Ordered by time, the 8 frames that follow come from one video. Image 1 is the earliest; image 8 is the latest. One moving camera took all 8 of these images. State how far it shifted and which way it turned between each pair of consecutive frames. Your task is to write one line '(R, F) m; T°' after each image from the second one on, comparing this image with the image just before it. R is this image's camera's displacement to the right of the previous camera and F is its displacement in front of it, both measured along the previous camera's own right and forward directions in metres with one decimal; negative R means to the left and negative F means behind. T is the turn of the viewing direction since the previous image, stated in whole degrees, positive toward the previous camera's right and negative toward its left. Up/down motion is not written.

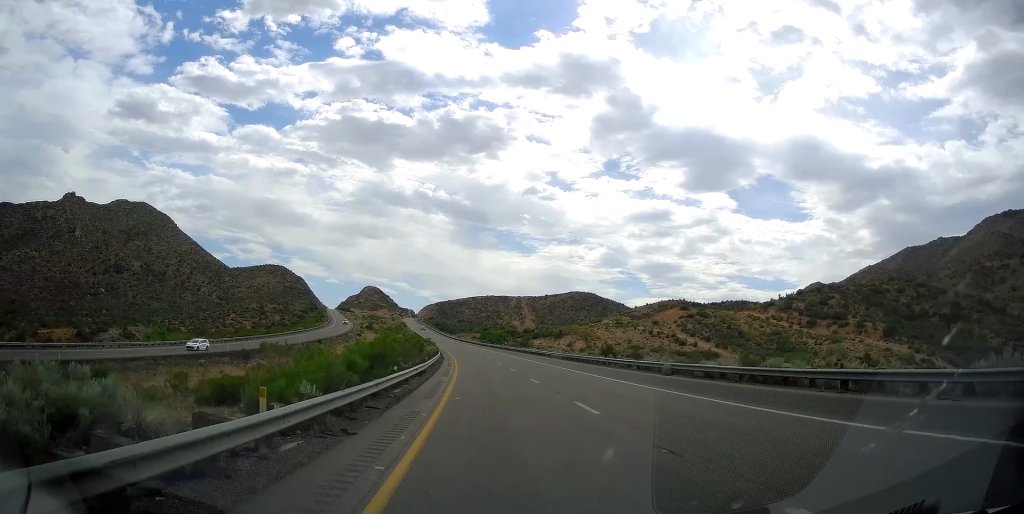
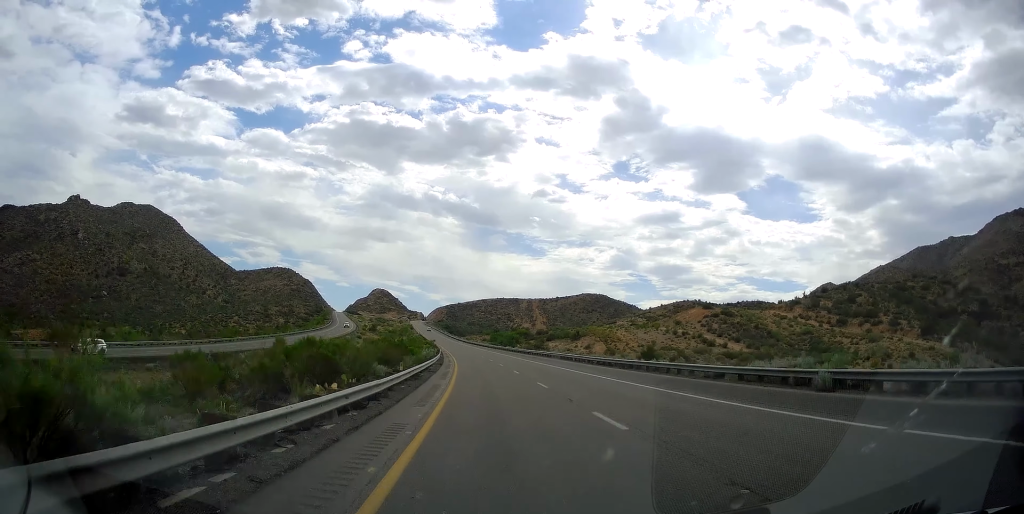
(-0.1, +15.0) m; -1°
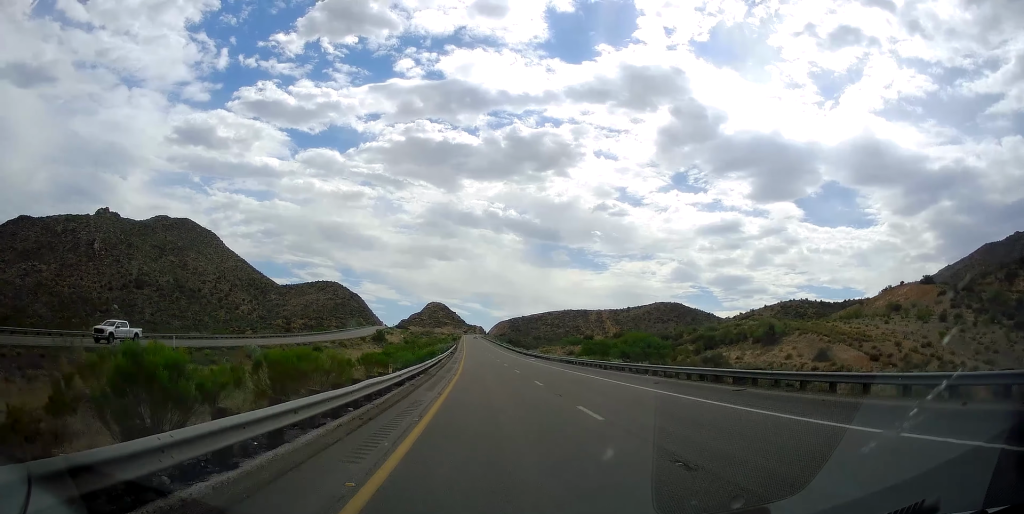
(-5.7, +95.5) m; -7°
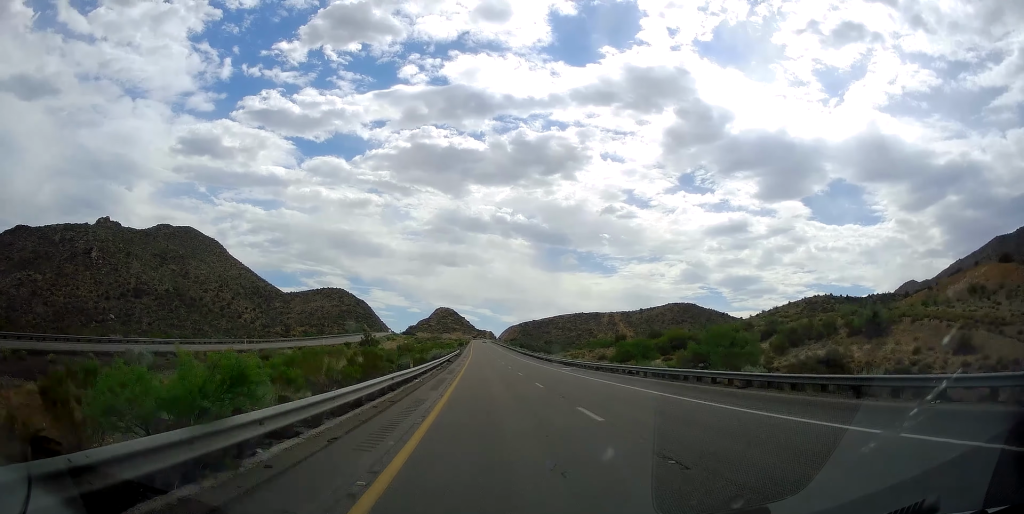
(-0.6, +24.2) m; -2°
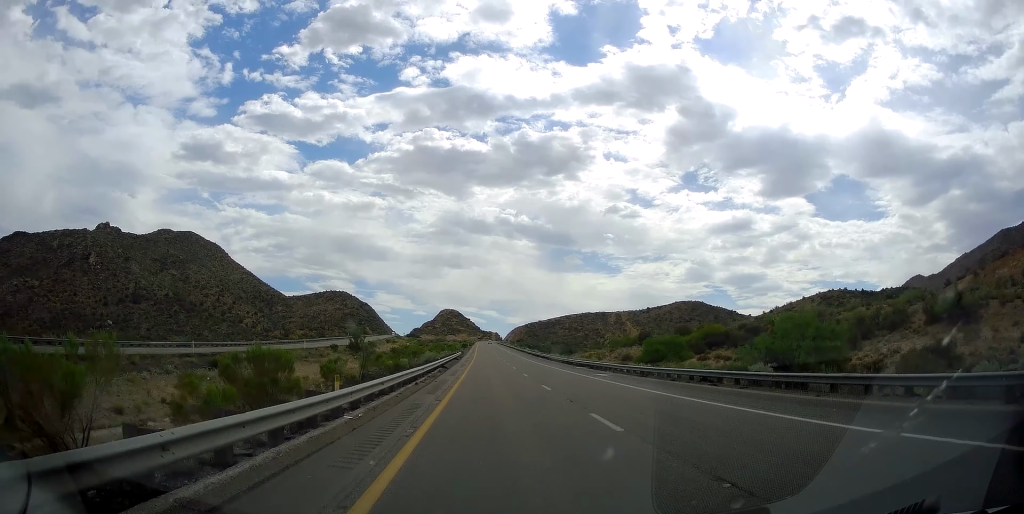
(-0.1, +13.8) m; -1°
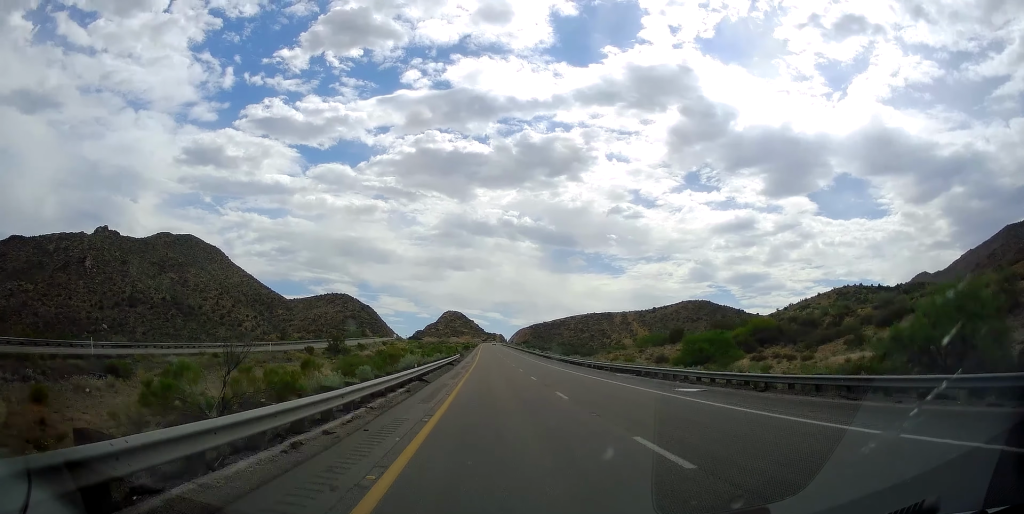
(-0.3, +16.1) m; 0°
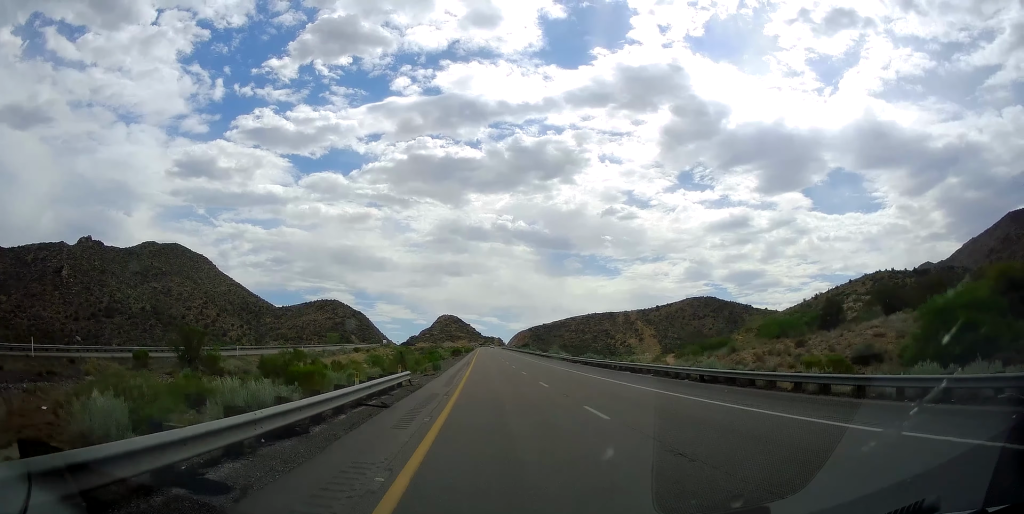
(-0.1, +42.5) m; 0°
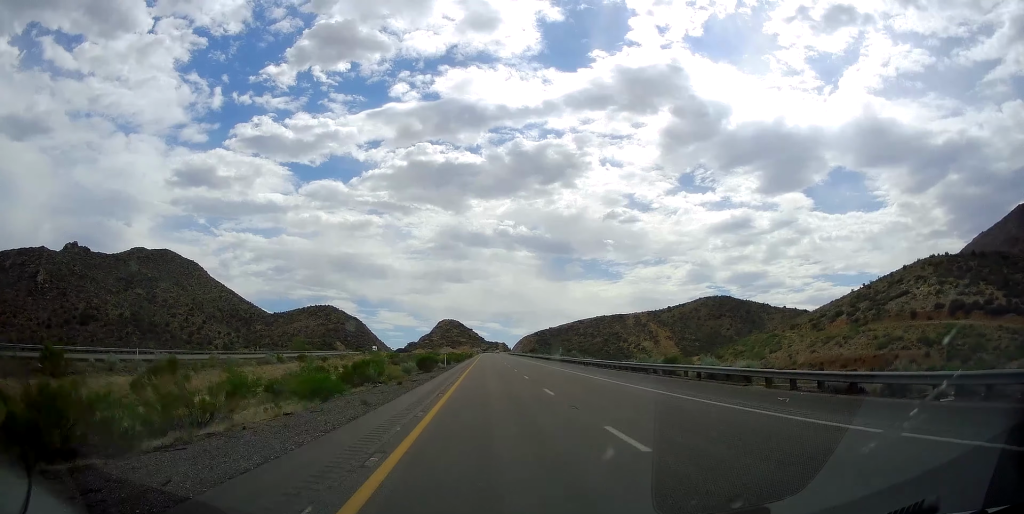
(-0.2, +53.1) m; -1°
